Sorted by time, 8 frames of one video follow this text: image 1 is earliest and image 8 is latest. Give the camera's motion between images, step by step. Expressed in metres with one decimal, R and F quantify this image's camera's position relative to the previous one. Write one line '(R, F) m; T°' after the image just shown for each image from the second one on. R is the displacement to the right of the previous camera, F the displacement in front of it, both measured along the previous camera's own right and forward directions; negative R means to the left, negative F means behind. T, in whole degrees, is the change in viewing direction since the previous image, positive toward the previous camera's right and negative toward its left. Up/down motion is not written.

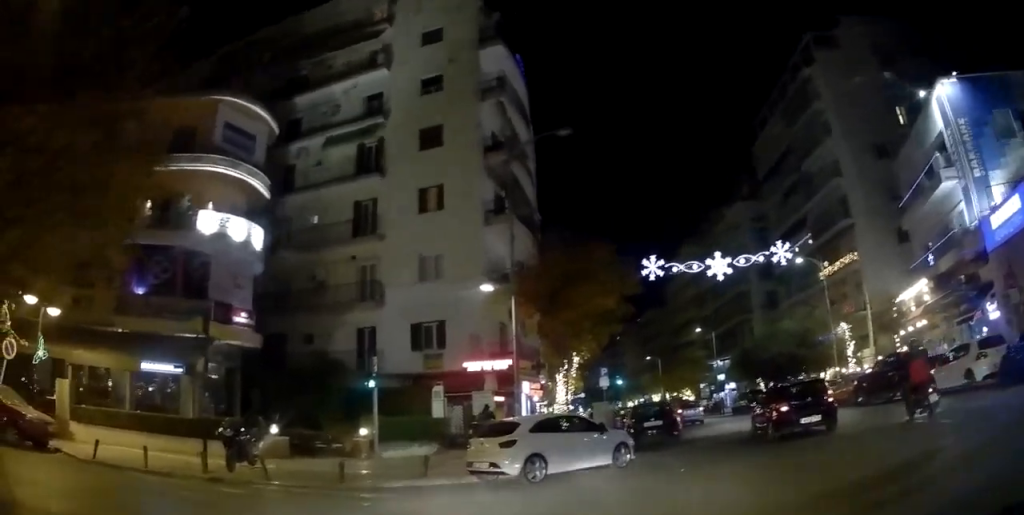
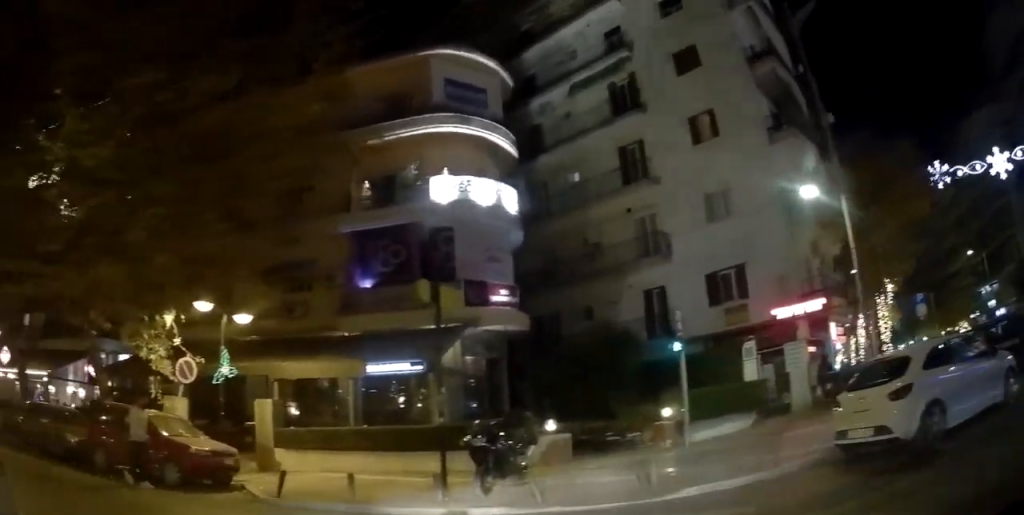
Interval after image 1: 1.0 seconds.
(-0.9, +3.3) m; -36°
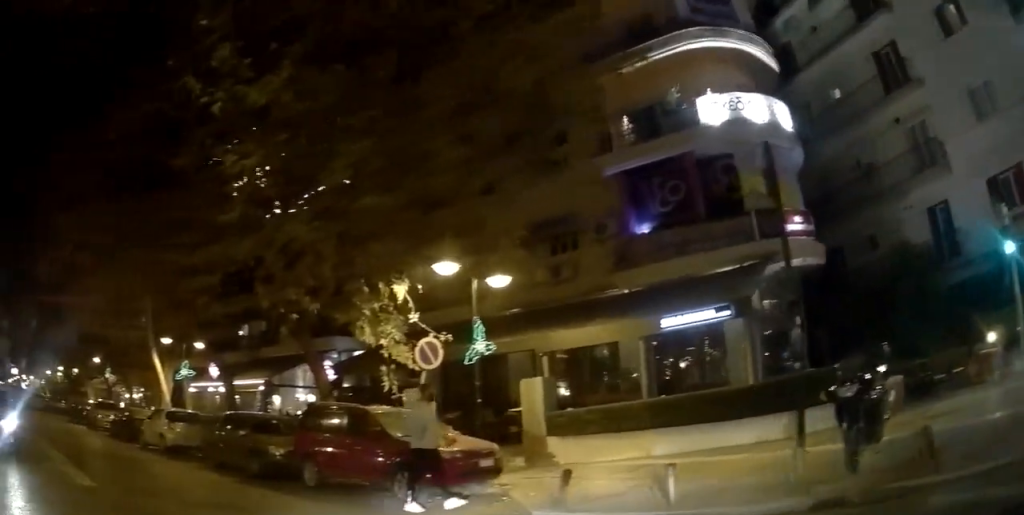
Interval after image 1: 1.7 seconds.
(-0.9, +2.3) m; -15°
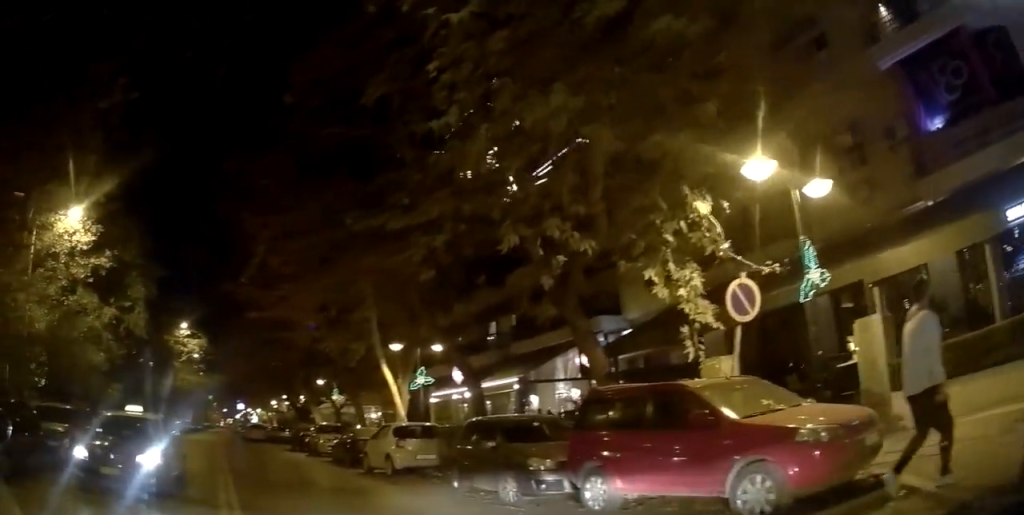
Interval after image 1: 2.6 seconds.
(-0.2, +2.9) m; -9°
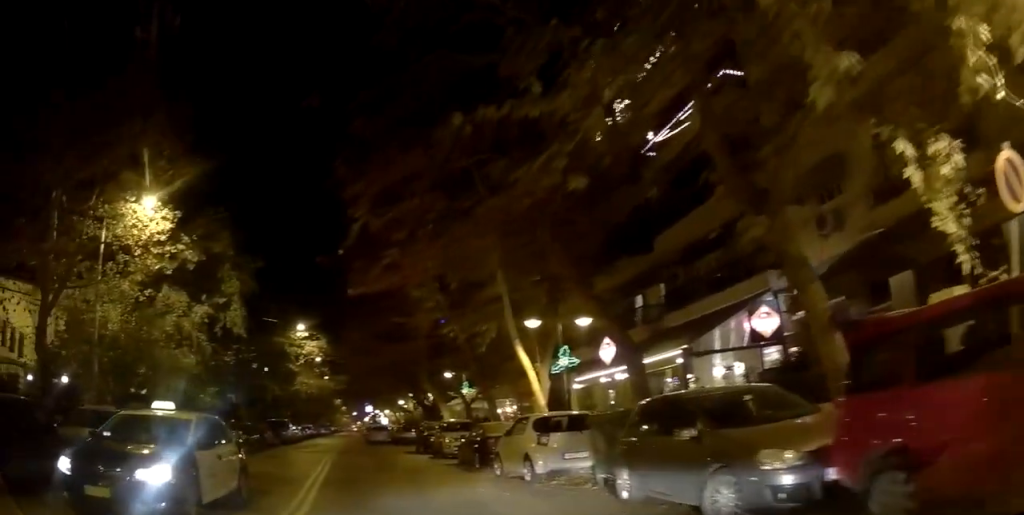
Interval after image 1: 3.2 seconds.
(-0.1, +2.4) m; -11°
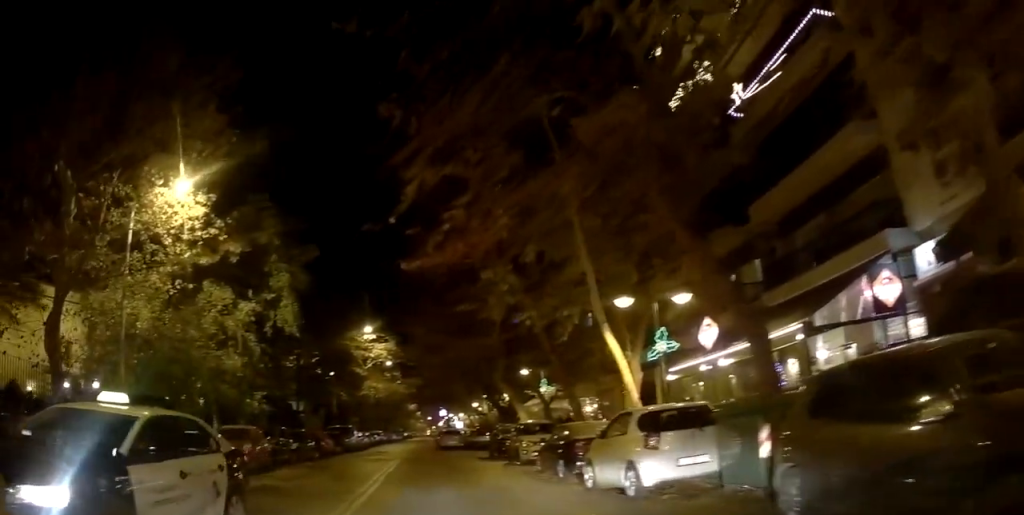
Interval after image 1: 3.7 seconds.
(0.0, +1.8) m; -12°
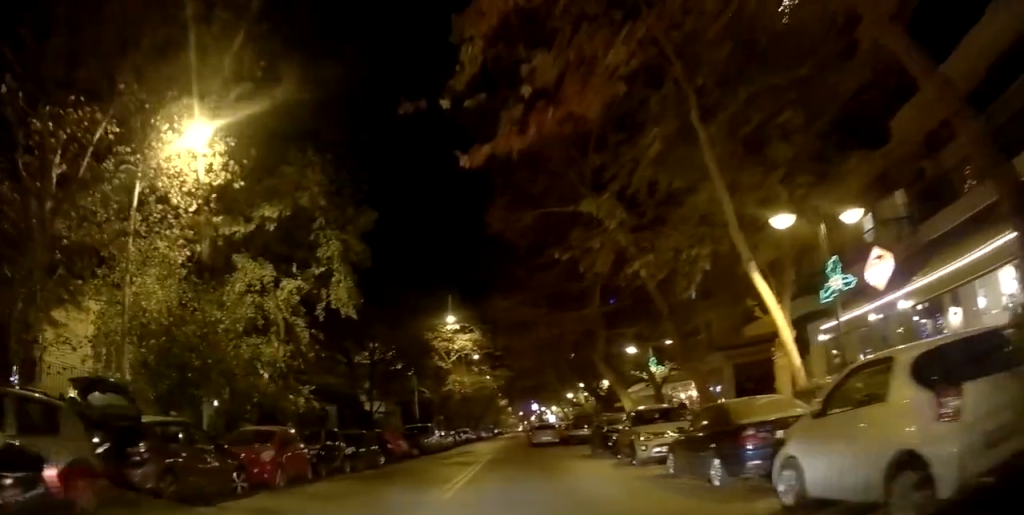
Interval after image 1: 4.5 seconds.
(-0.7, +3.6) m; -12°
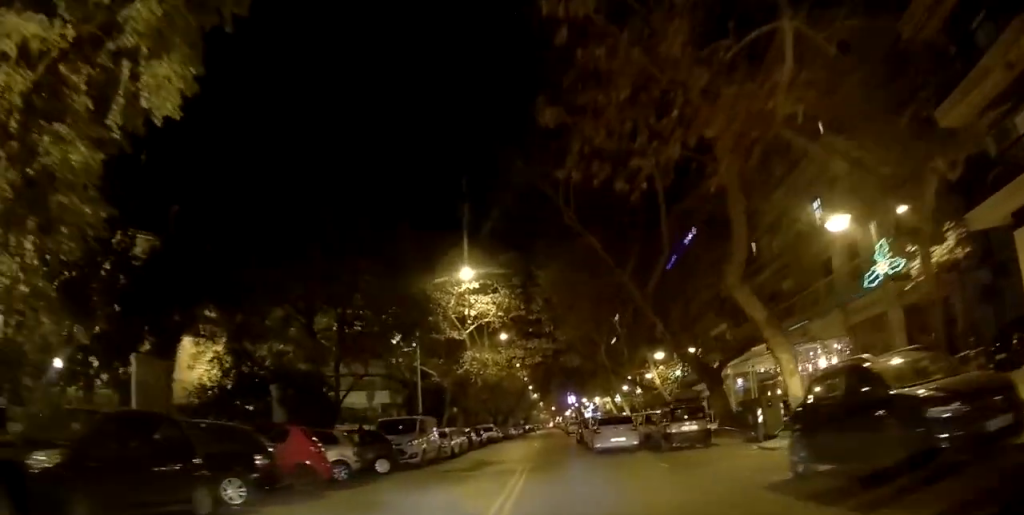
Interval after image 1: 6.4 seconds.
(-1.4, +12.5) m; -10°
